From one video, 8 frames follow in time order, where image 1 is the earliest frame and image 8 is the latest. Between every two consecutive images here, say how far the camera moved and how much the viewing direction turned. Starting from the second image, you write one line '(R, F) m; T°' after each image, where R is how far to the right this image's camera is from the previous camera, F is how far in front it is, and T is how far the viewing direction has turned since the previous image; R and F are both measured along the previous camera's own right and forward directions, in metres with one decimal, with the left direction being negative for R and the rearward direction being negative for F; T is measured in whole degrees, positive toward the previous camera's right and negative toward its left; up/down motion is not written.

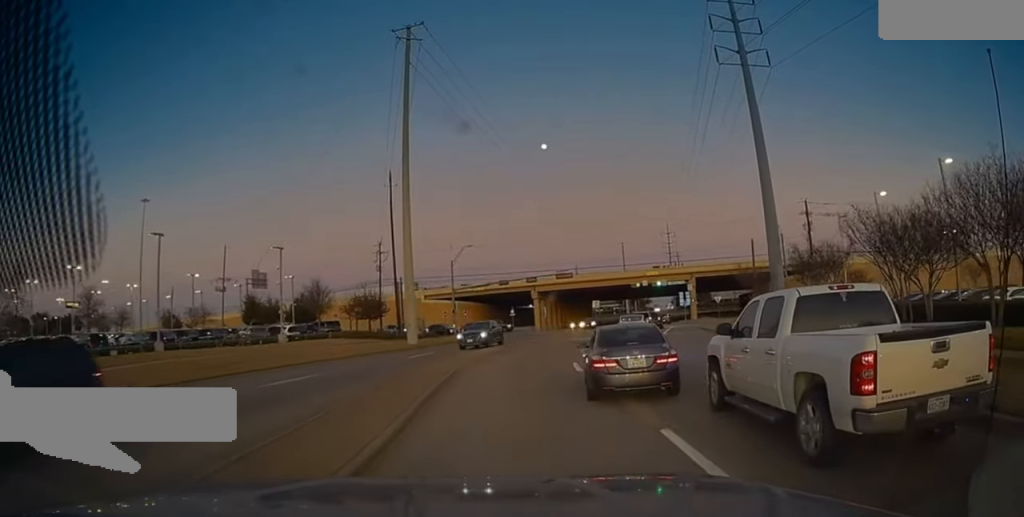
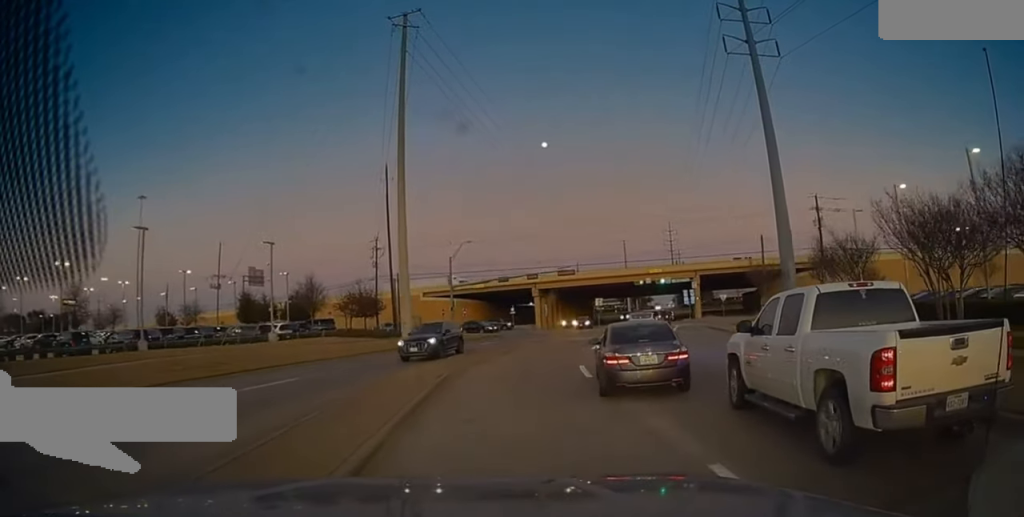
(0.0, +2.3) m; 0°
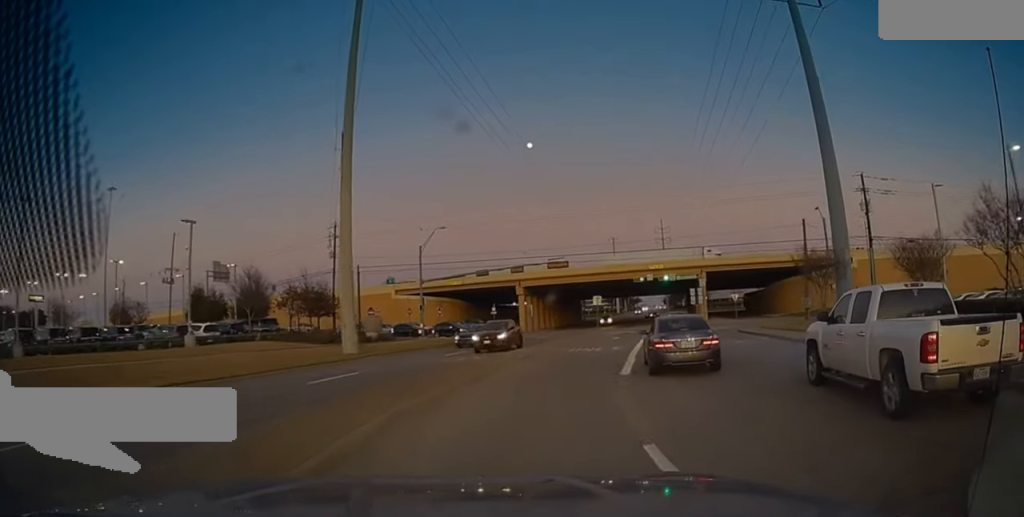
(0.0, +9.1) m; 0°
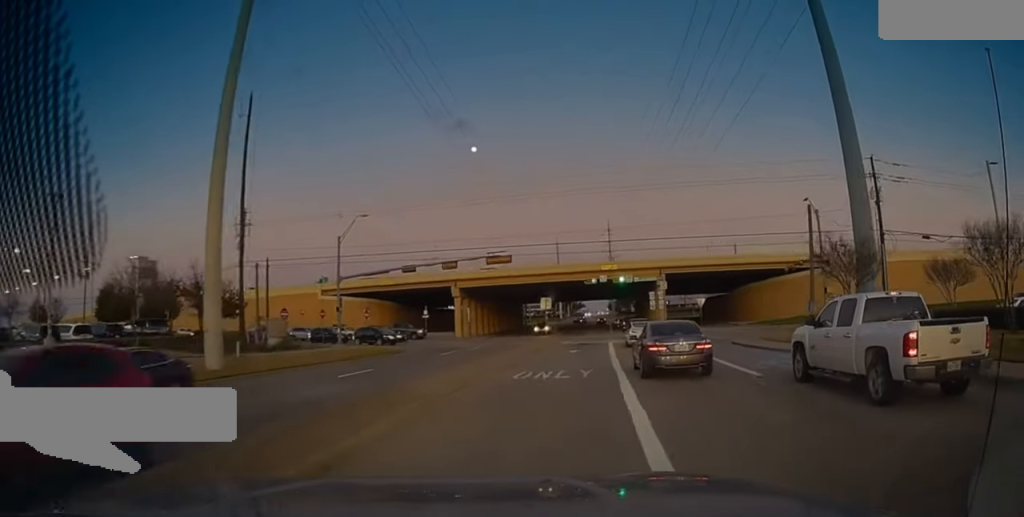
(0.0, +6.9) m; +1°
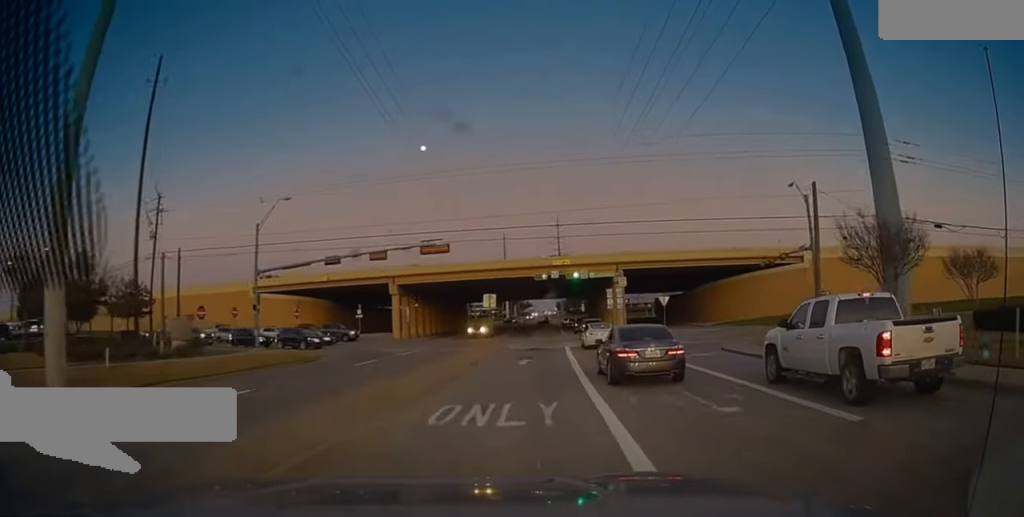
(0.0, +5.3) m; +2°
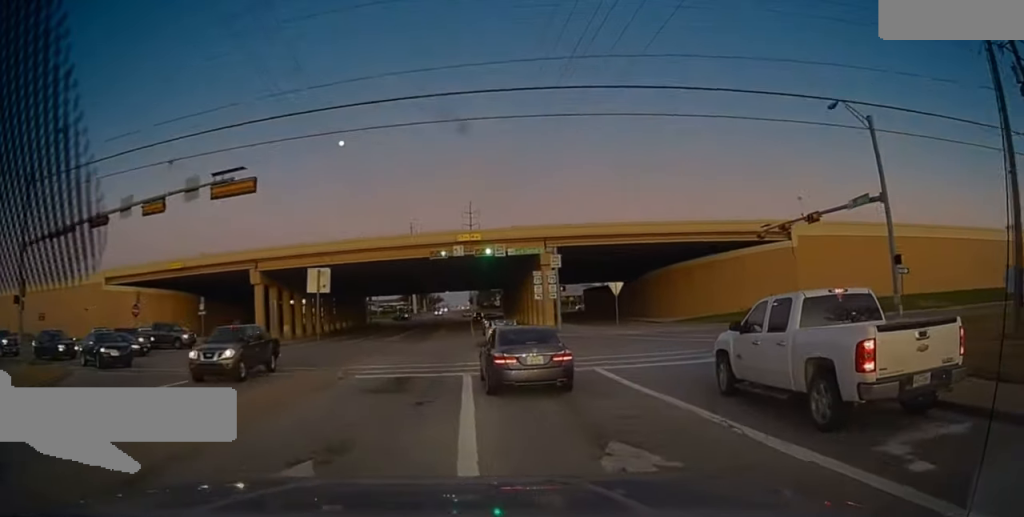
(+1.8, +14.9) m; +15°
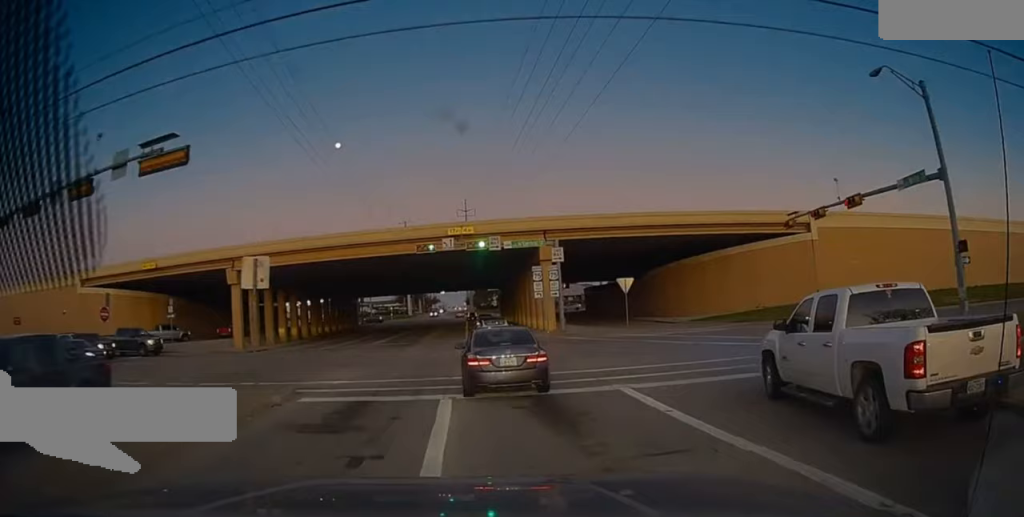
(+0.2, +4.3) m; +2°
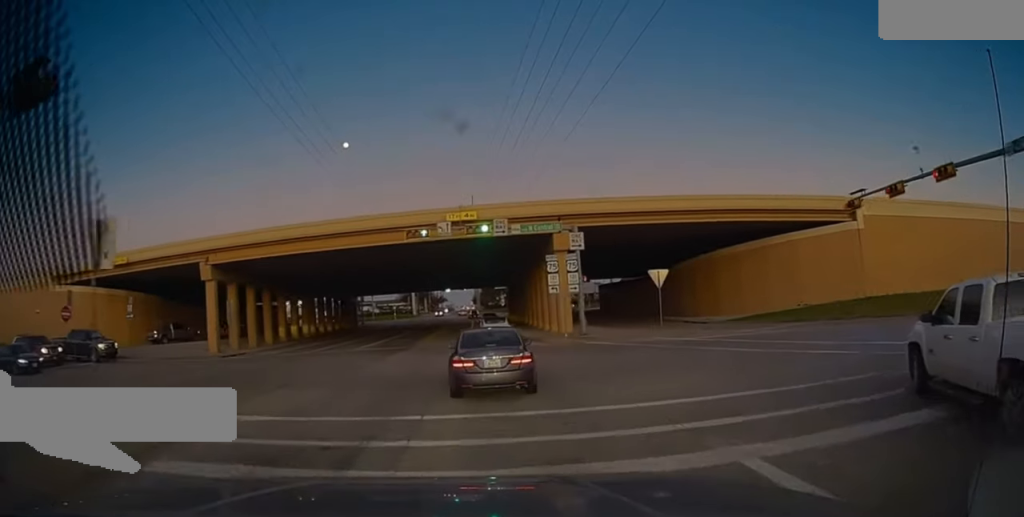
(+0.2, +6.2) m; +1°
